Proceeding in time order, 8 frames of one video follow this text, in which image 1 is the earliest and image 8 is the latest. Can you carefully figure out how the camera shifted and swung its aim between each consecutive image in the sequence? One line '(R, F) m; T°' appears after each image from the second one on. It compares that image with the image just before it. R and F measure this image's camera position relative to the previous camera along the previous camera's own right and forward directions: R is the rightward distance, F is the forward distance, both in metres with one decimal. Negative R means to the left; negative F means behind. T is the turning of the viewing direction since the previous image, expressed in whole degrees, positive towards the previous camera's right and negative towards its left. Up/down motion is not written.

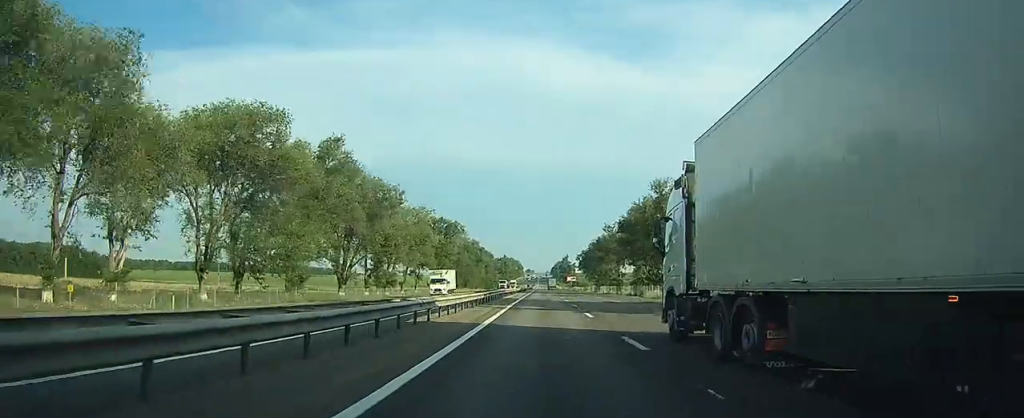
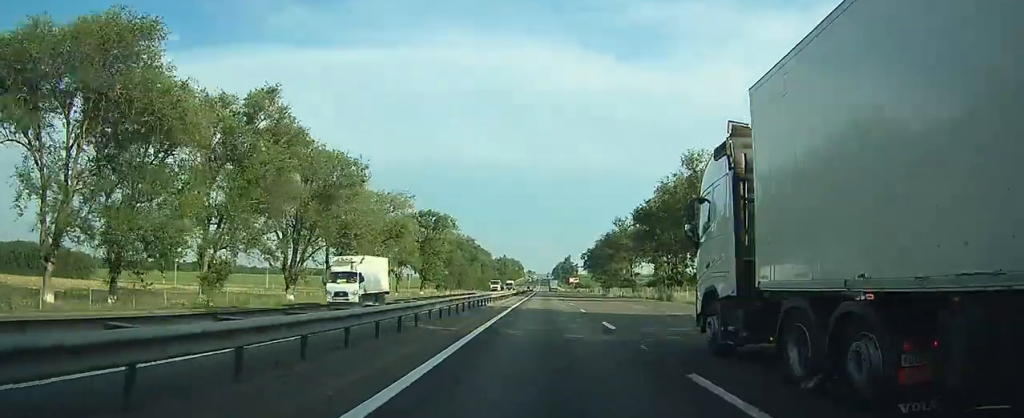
(0.0, +18.4) m; 0°
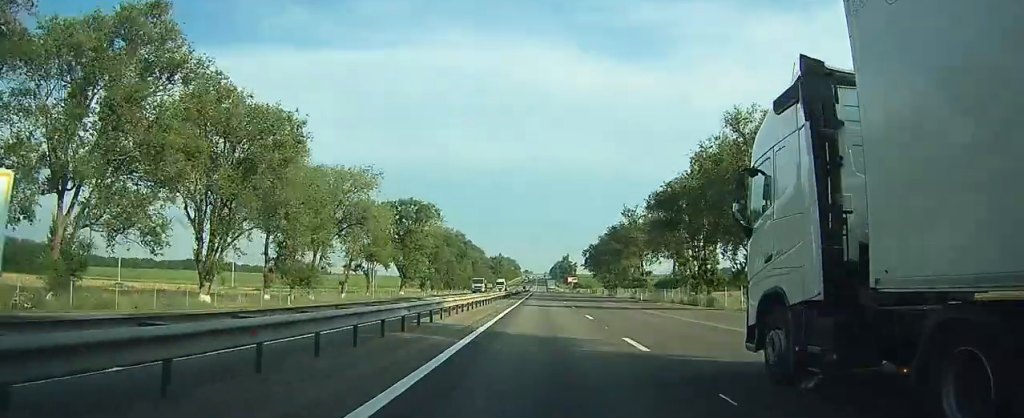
(0.0, +17.1) m; 0°
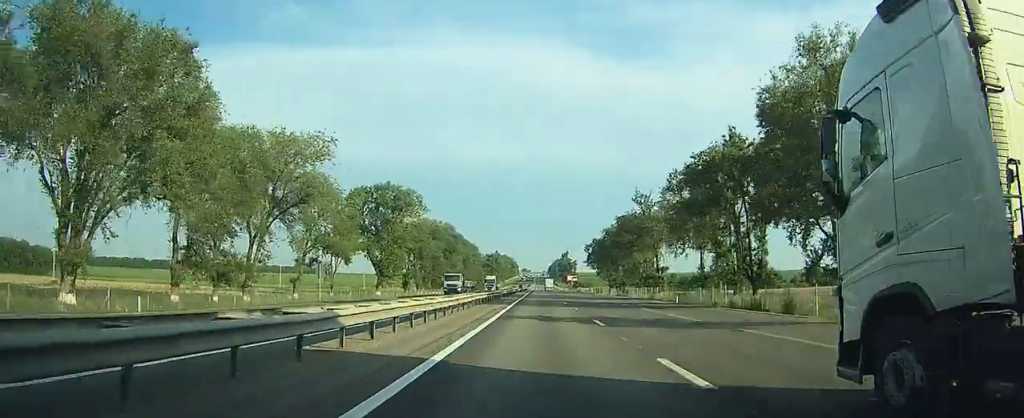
(0.0, +16.1) m; 0°
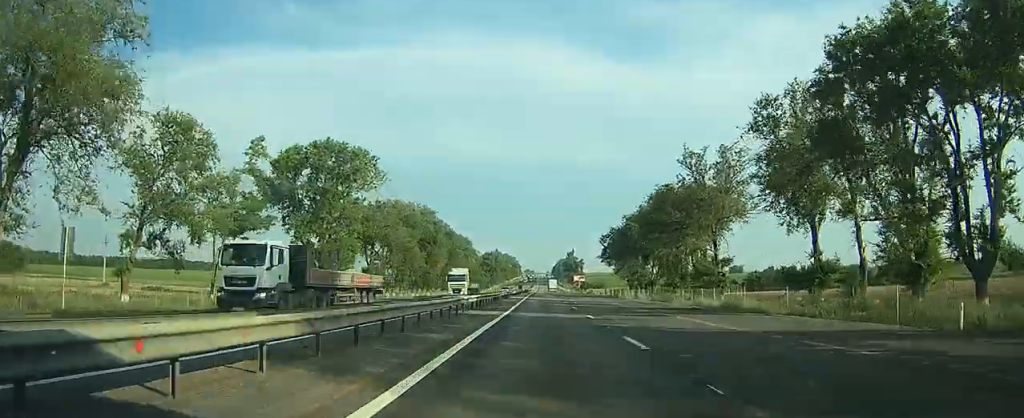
(0.0, +29.9) m; 0°
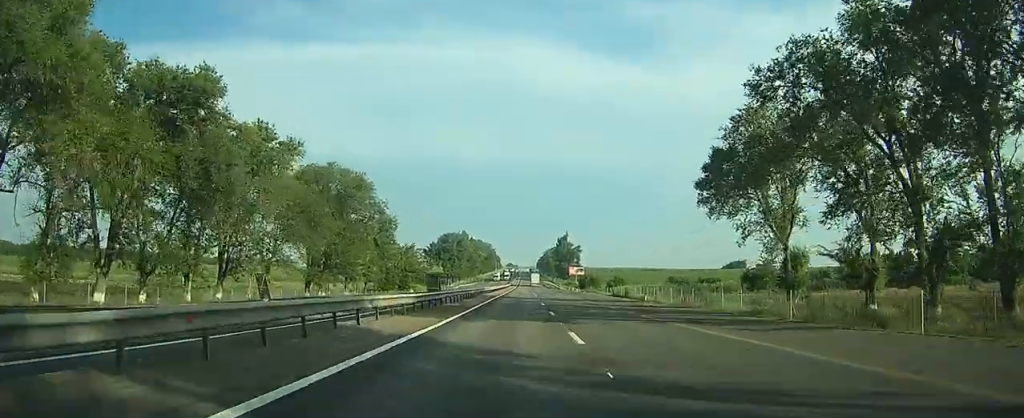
(0.0, +89.8) m; 0°
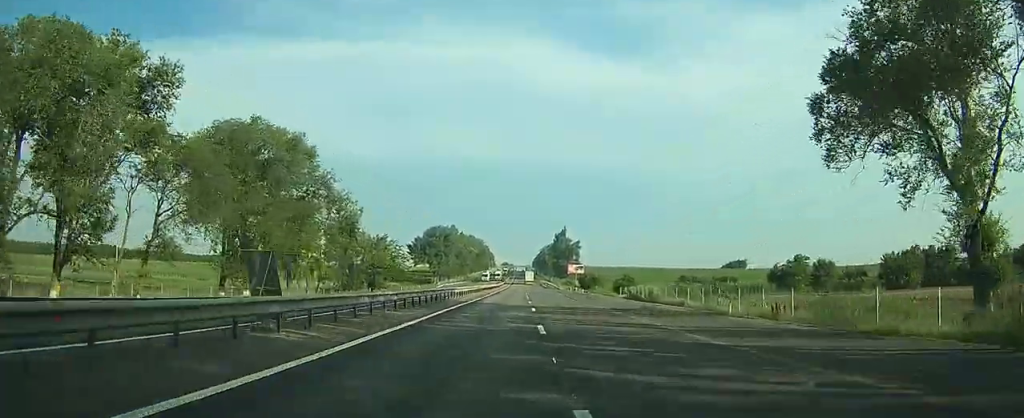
(-0.1, +20.4) m; -1°
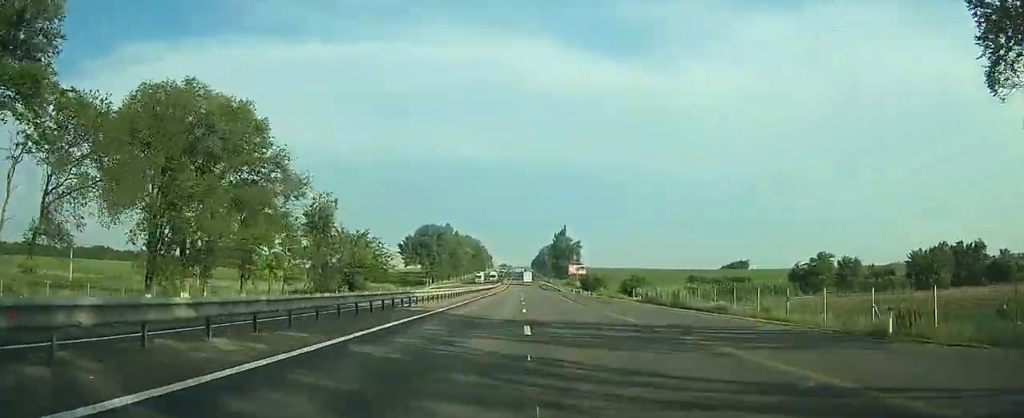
(-0.1, +11.5) m; 0°
